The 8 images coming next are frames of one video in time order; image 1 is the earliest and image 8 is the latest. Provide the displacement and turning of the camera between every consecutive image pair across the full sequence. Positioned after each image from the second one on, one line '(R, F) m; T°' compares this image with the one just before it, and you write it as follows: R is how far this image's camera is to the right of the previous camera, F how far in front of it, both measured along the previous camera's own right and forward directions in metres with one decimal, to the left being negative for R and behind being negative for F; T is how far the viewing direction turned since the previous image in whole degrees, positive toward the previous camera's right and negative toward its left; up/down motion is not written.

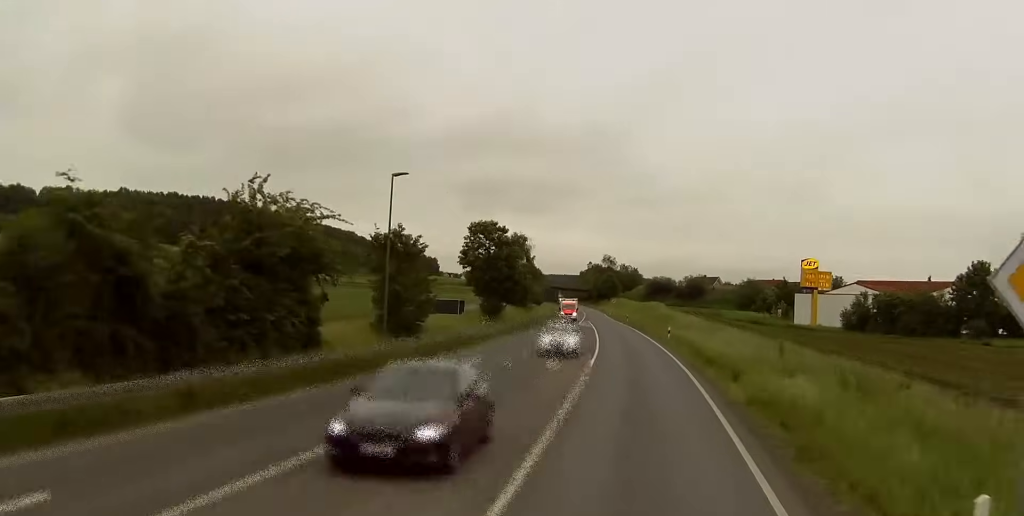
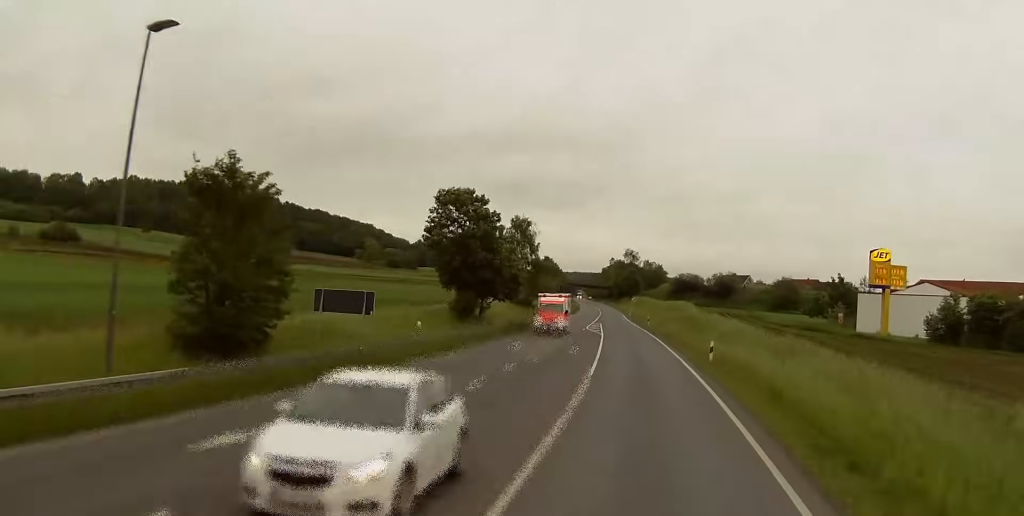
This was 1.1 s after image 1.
(0.0, +22.1) m; -1°
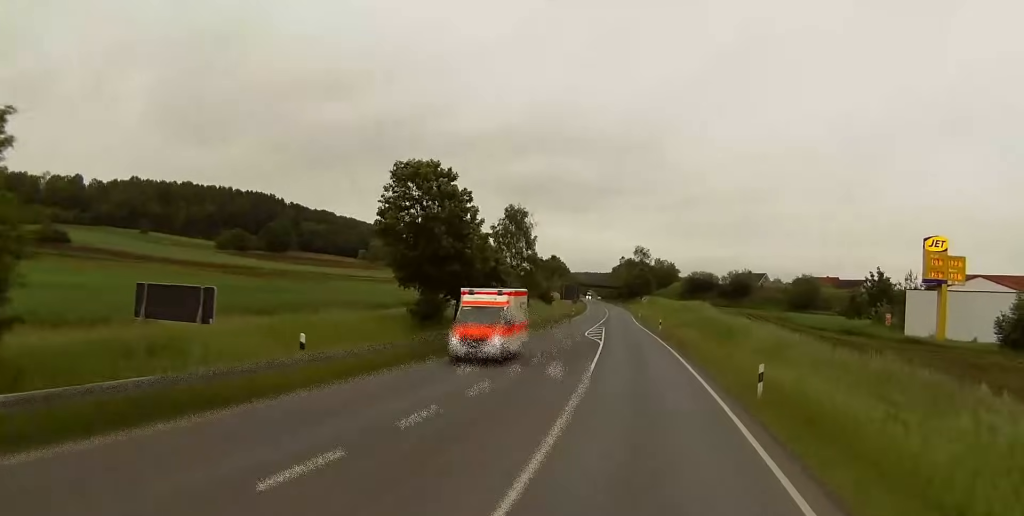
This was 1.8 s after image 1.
(+0.2, +13.4) m; -2°
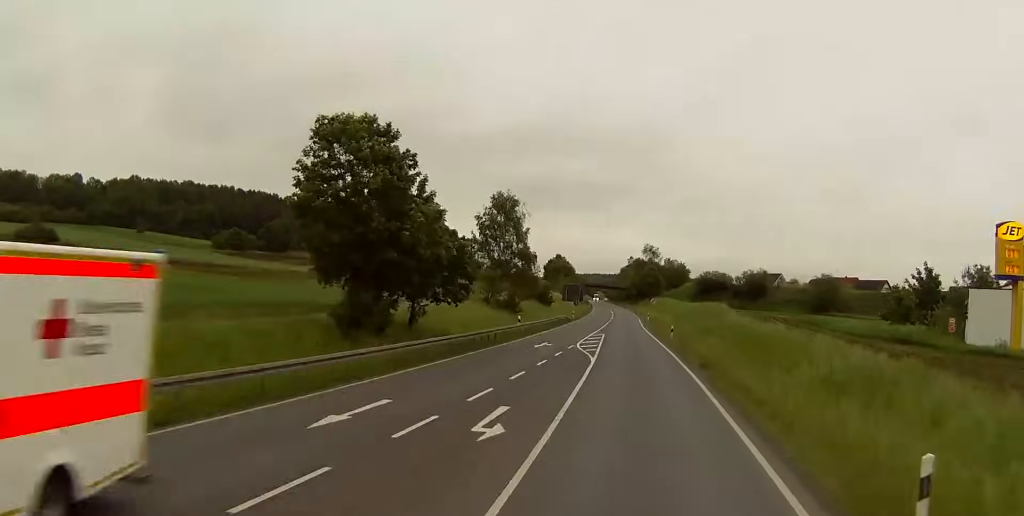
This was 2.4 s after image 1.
(-0.6, +13.3) m; -2°
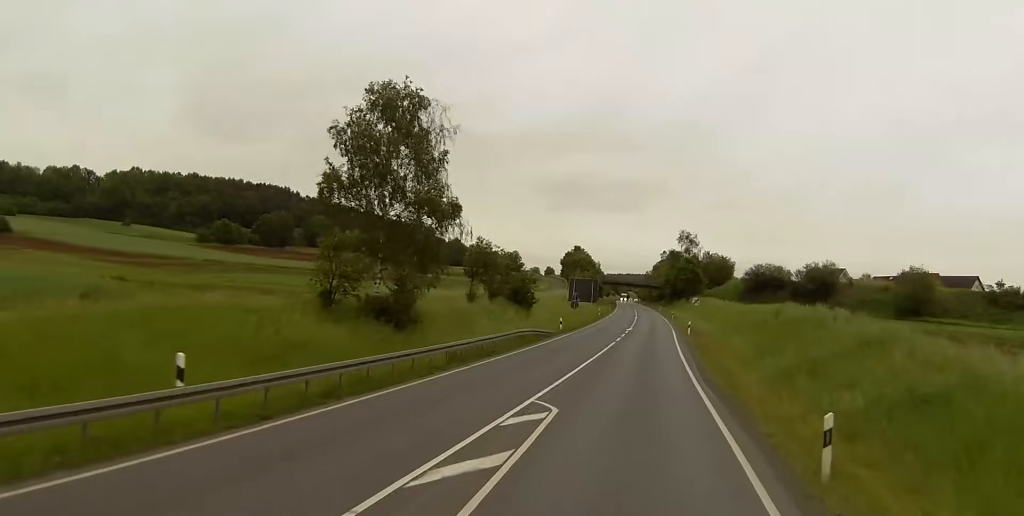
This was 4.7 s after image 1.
(-0.7, +45.1) m; -2°
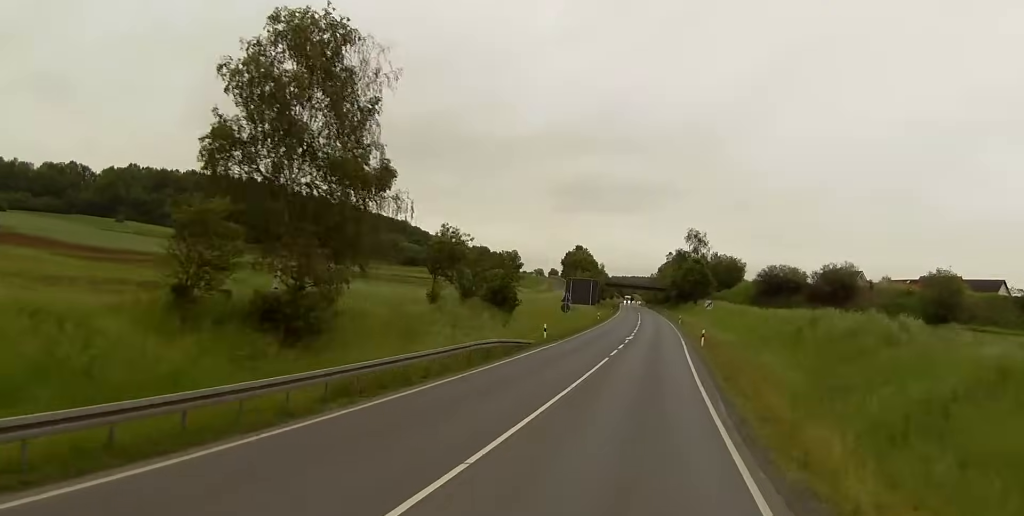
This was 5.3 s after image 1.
(-0.3, +11.8) m; -1°
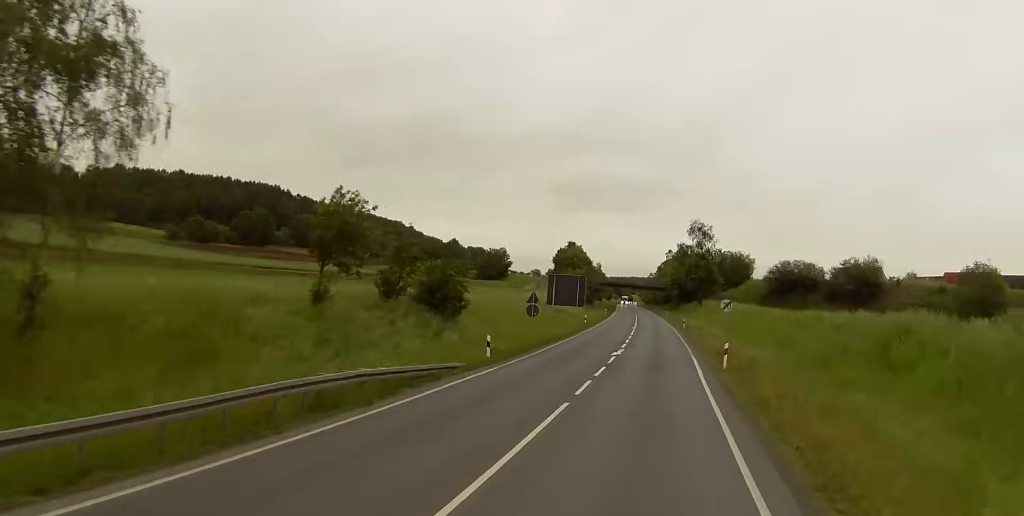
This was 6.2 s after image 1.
(-0.2, +17.2) m; -1°
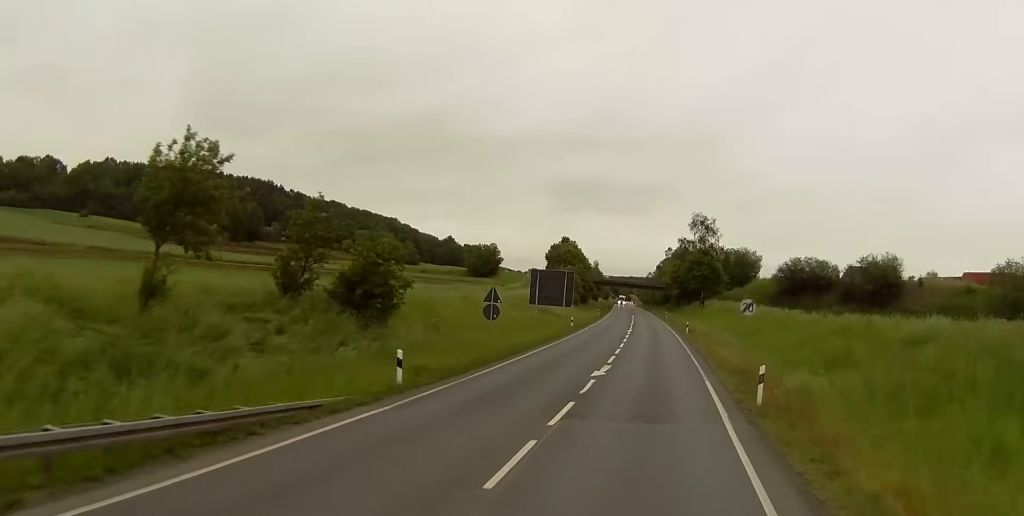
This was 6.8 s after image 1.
(0.0, +11.9) m; 0°
